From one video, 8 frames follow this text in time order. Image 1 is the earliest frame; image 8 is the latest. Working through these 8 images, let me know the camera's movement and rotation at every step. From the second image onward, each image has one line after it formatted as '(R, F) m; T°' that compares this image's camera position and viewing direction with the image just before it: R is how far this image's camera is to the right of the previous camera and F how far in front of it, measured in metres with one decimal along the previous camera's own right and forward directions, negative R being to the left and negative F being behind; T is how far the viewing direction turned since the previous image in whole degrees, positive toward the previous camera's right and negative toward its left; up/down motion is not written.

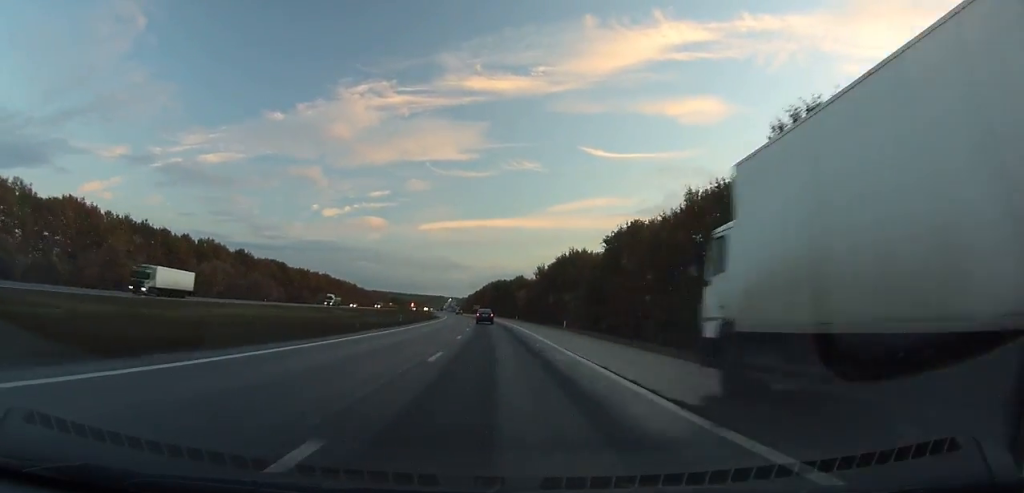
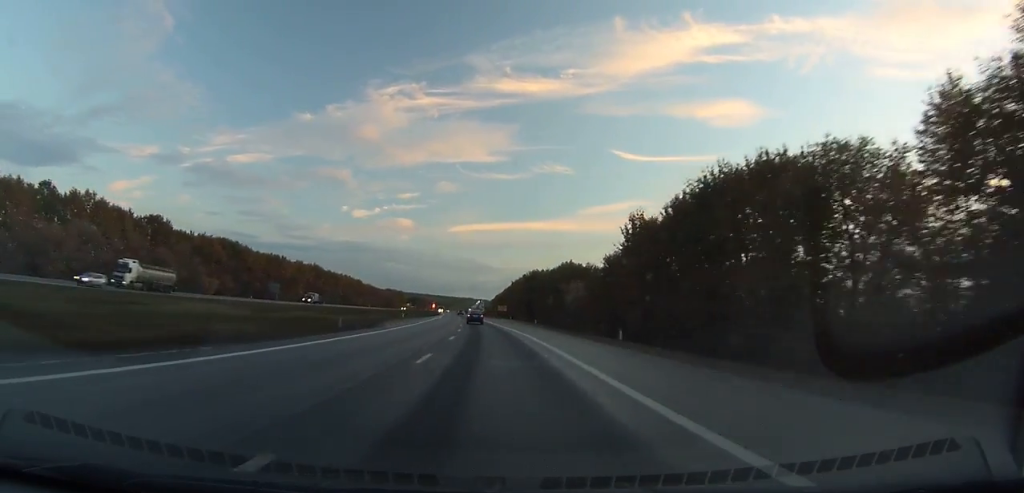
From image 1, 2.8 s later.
(-0.3, +75.9) m; -1°
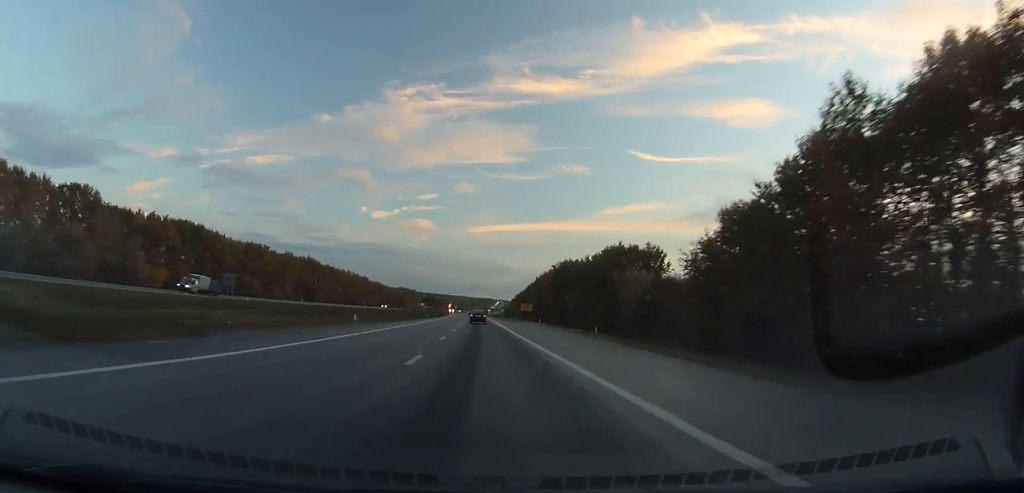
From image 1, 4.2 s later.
(+0.1, +37.7) m; -1°
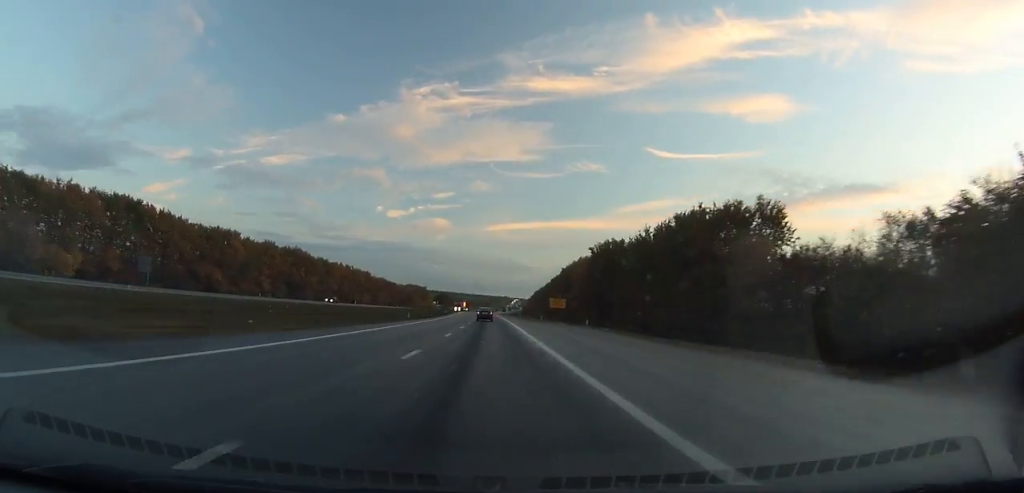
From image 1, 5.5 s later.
(-0.8, +33.8) m; -1°
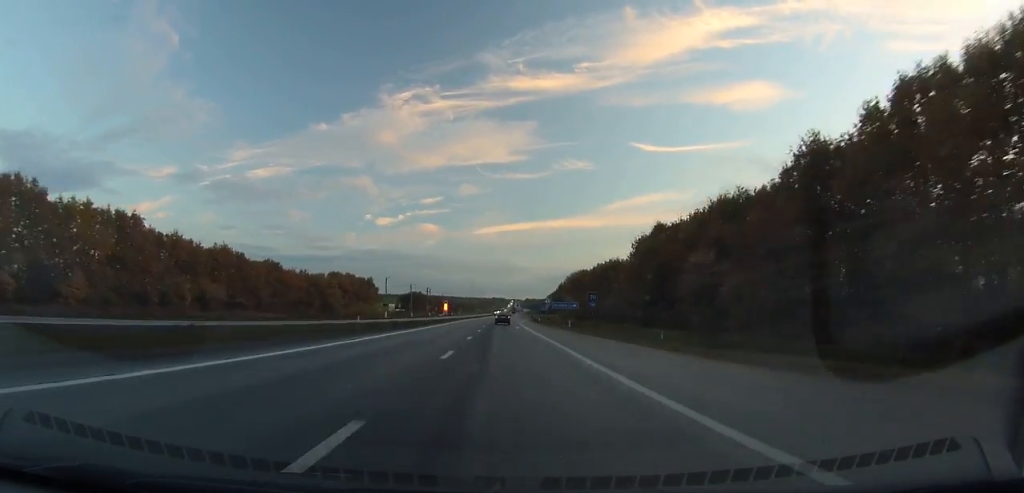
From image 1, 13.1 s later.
(-7.5, +200.6) m; -2°
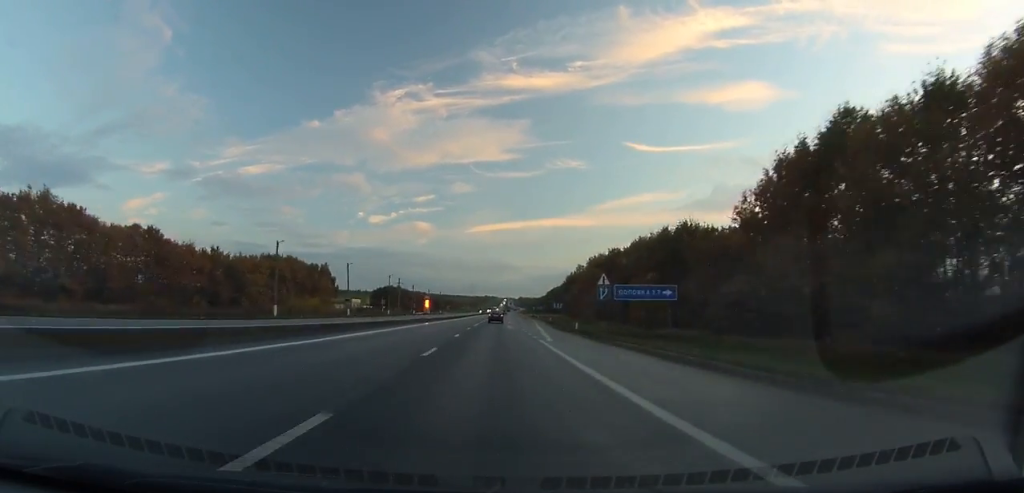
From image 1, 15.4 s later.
(+0.6, +58.9) m; +1°
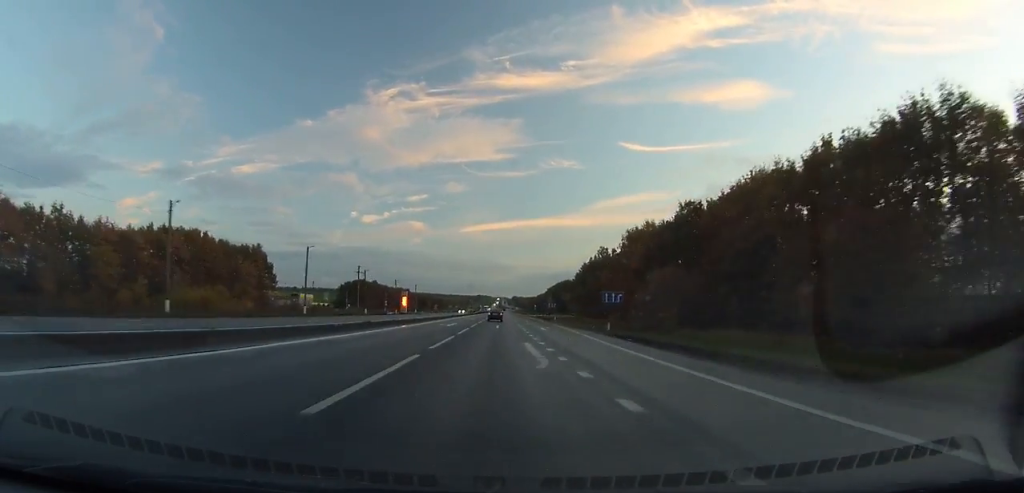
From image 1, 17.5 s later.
(+0.3, +54.3) m; +1°
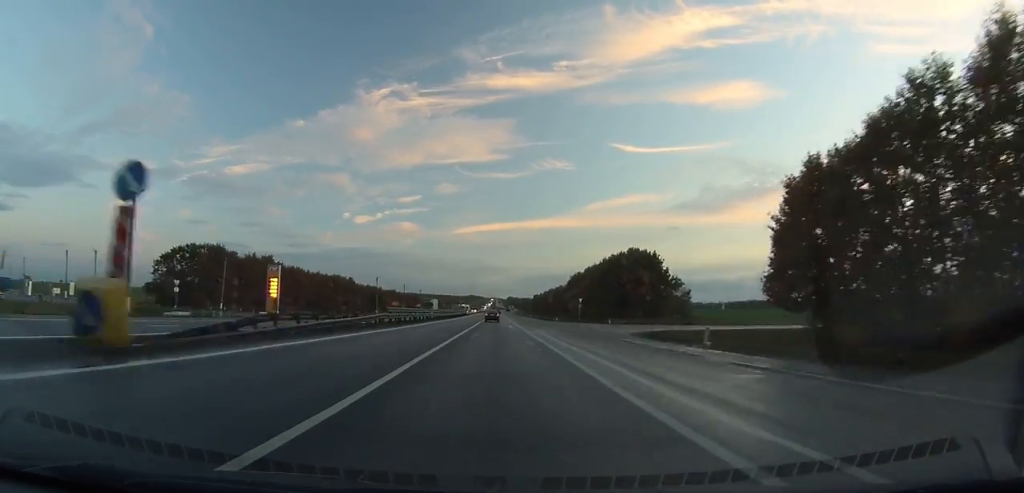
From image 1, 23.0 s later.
(+1.4, +143.2) m; +1°
